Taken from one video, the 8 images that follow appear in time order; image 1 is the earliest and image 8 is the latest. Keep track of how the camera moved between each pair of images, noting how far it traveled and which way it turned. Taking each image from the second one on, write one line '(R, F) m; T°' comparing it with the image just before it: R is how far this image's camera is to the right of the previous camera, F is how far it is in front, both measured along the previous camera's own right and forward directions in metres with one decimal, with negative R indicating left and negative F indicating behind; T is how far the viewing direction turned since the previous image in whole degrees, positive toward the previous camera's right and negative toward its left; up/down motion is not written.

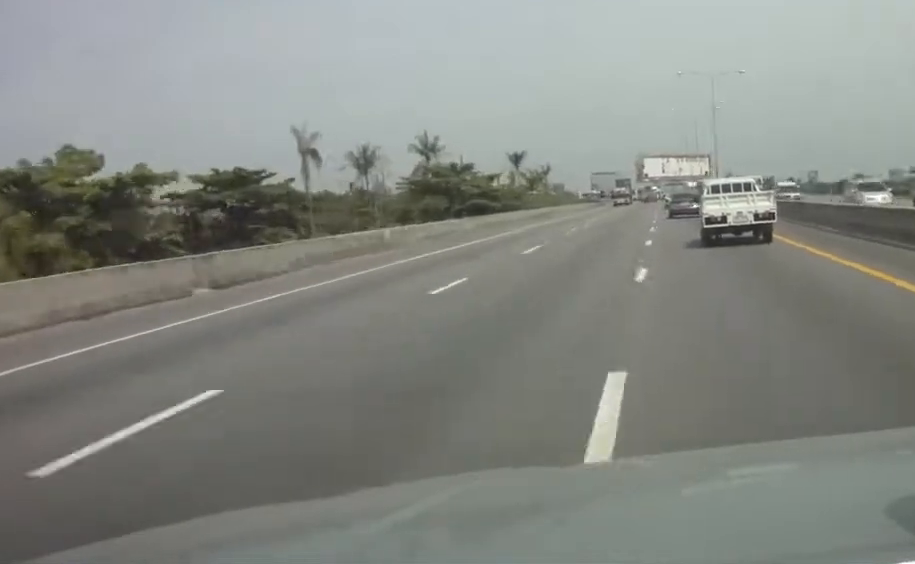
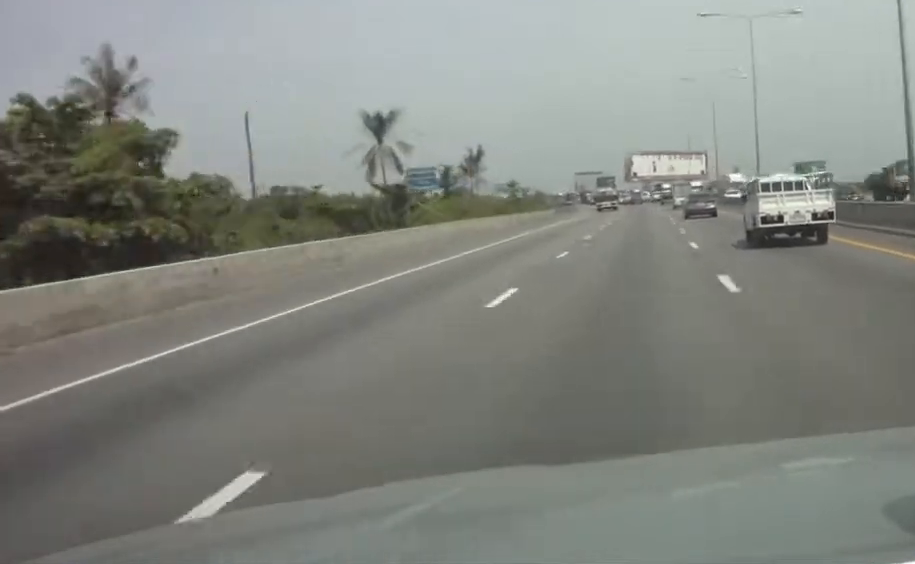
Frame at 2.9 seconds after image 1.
(-0.1, +73.9) m; 0°
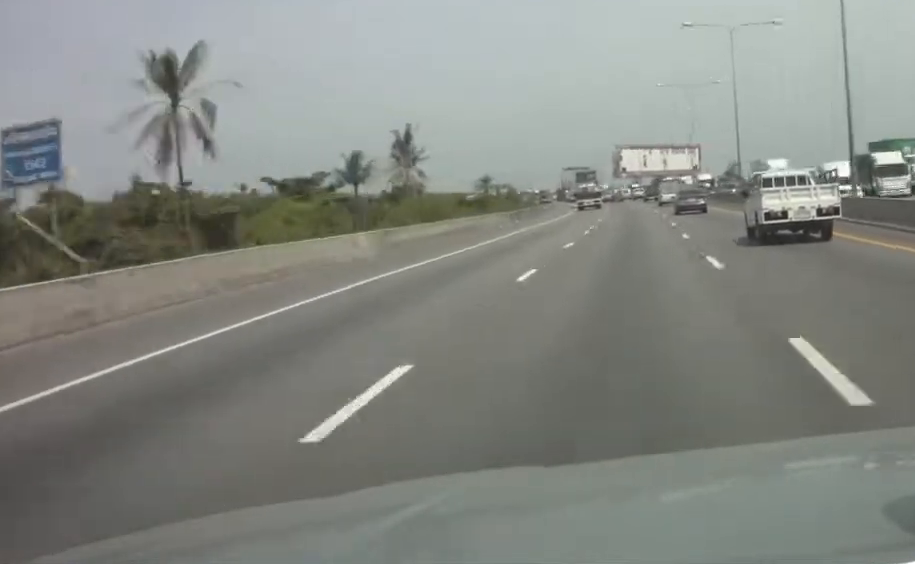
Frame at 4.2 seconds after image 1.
(+0.2, +31.5) m; 0°
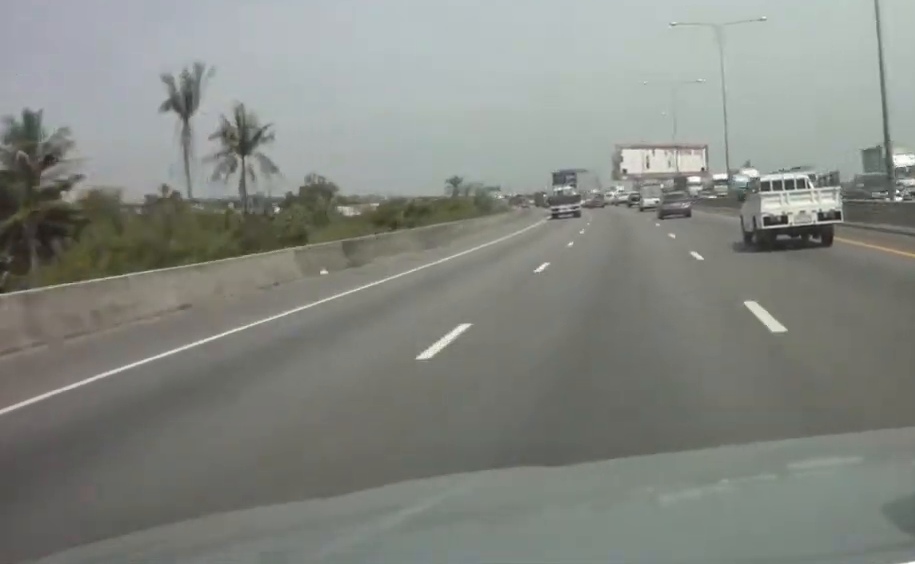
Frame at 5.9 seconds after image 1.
(+0.2, +43.6) m; 0°
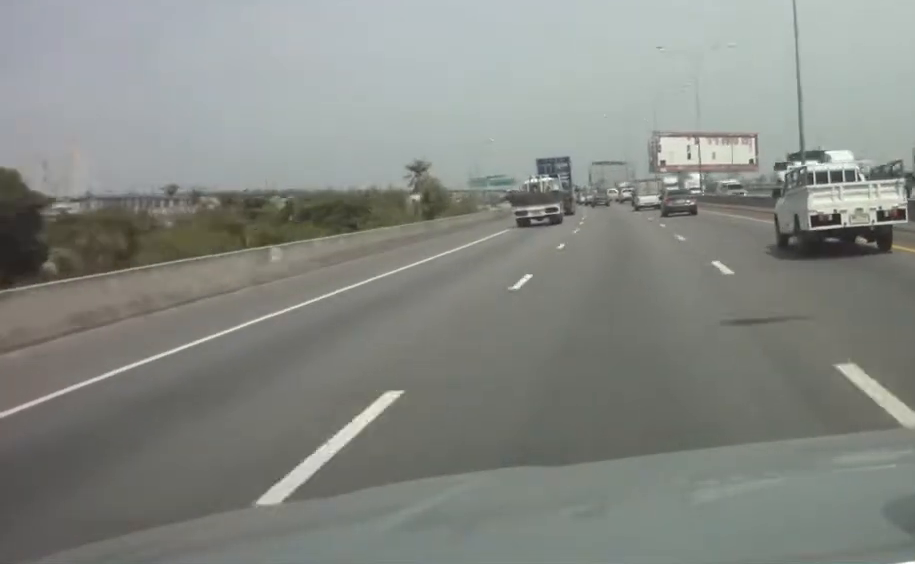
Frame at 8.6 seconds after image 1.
(-0.7, +63.6) m; -1°
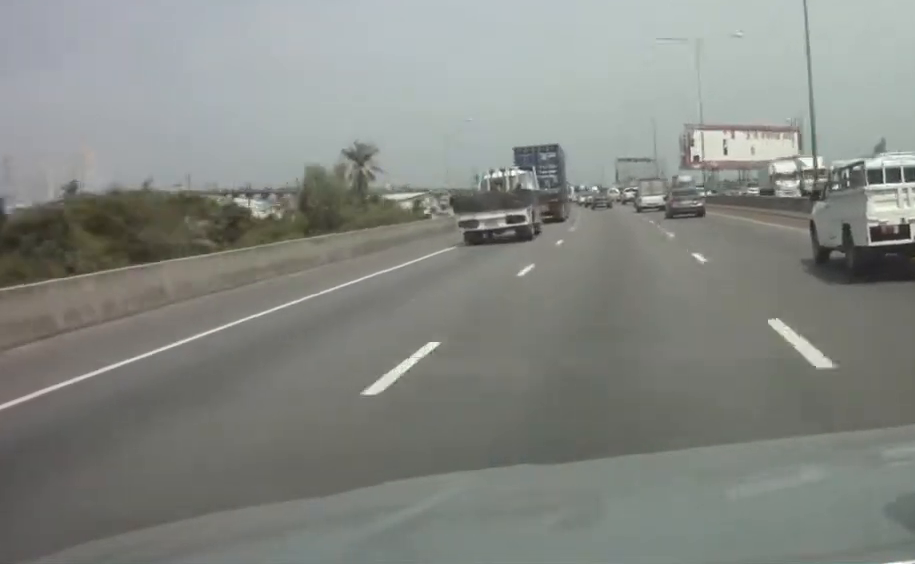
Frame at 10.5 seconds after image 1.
(-0.3, +44.6) m; -1°
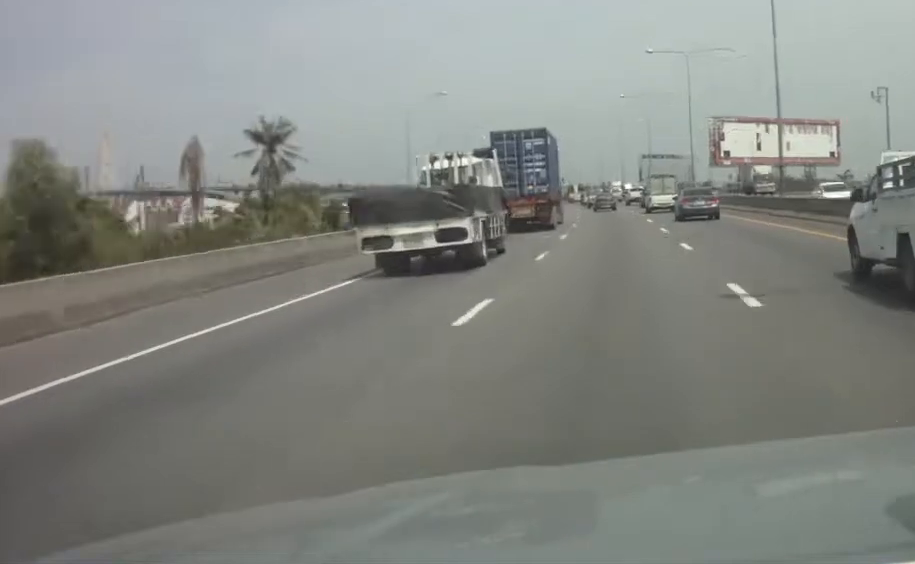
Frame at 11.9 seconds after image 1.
(-0.6, +31.1) m; -1°
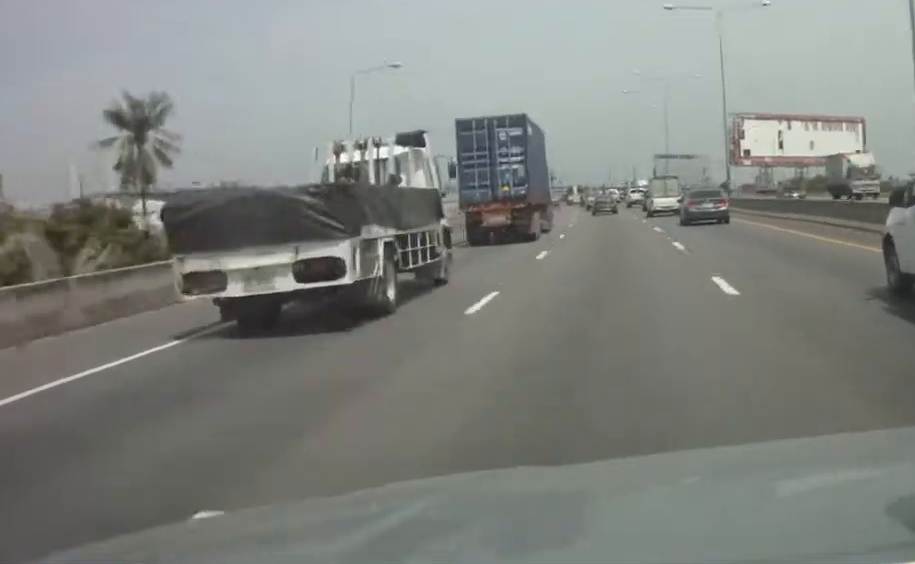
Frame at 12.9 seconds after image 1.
(+0.1, +21.9) m; -1°
